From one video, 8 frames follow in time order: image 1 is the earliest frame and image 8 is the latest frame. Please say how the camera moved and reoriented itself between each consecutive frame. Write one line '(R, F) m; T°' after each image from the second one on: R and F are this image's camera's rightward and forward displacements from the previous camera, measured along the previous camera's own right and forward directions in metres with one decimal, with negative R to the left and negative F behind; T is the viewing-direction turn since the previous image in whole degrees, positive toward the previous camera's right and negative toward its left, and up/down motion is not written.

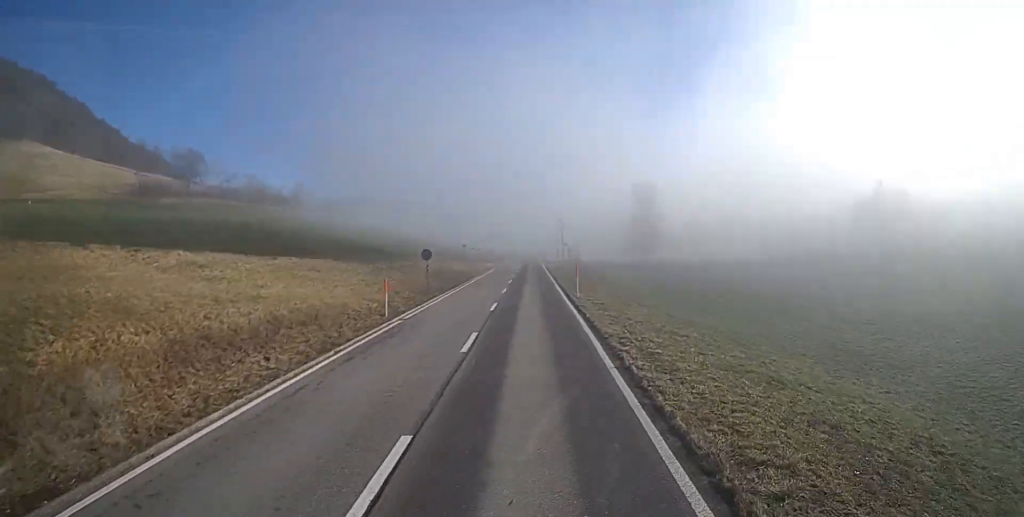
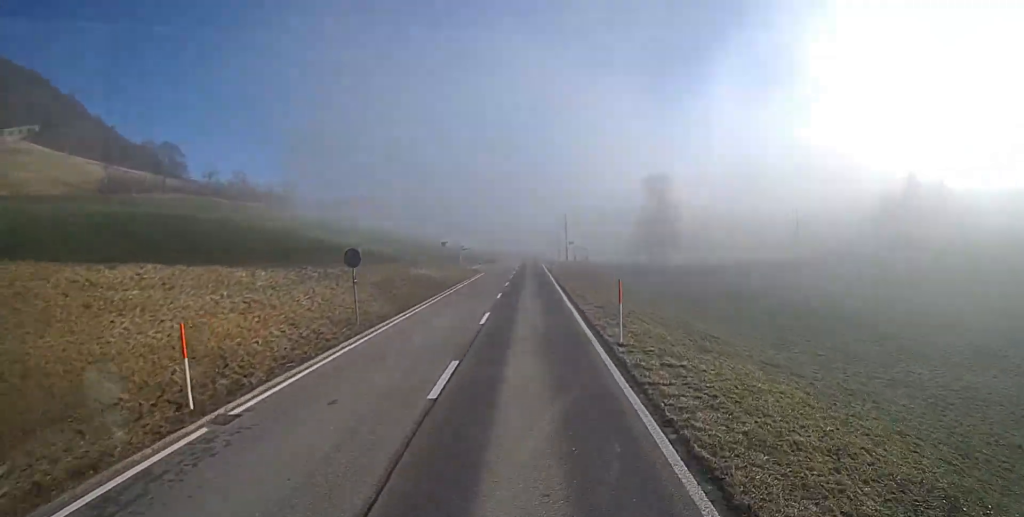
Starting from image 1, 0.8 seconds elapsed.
(-0.1, +13.3) m; 0°
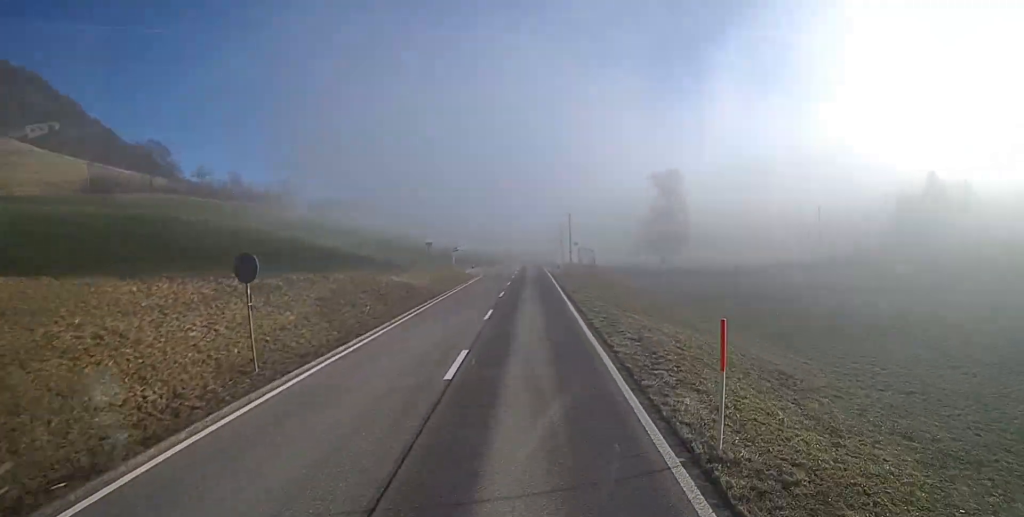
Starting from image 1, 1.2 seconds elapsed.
(-0.2, +7.5) m; 0°
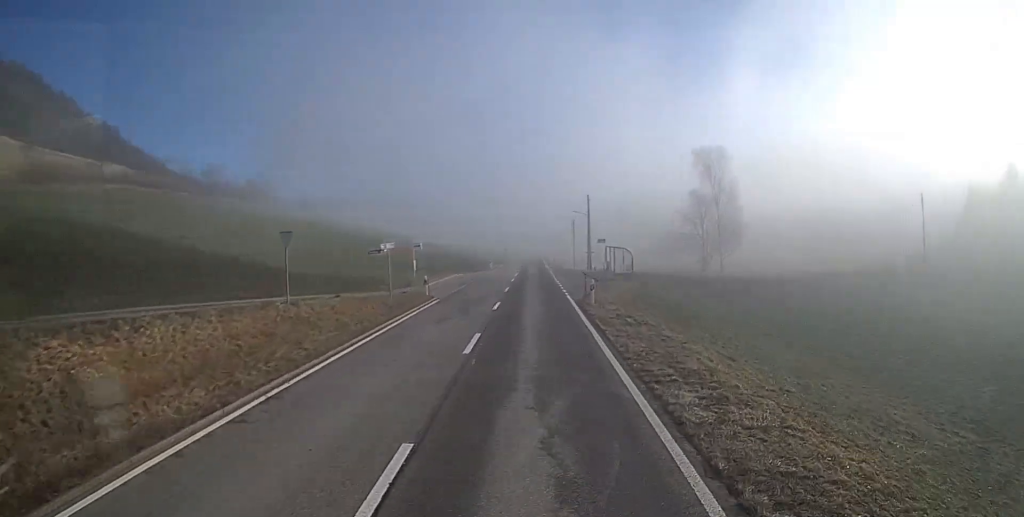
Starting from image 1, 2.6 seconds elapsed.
(+0.4, +24.8) m; 0°
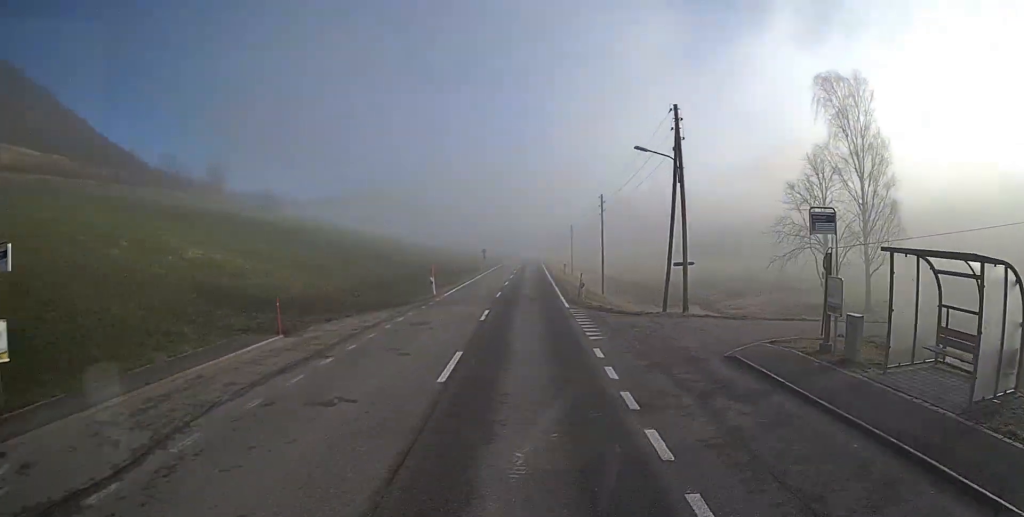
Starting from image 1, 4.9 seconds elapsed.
(-0.1, +38.8) m; 0°
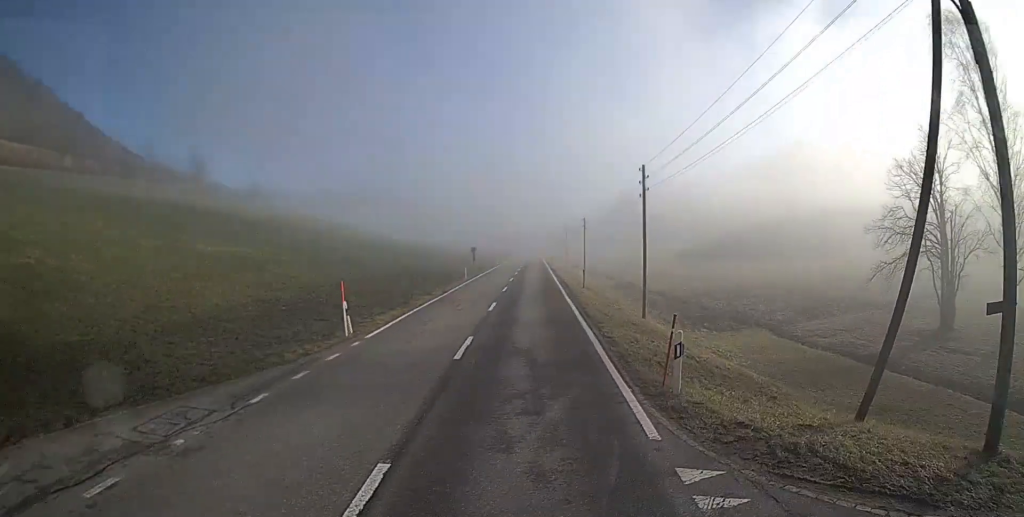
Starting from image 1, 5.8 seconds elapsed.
(0.0, +16.1) m; 0°
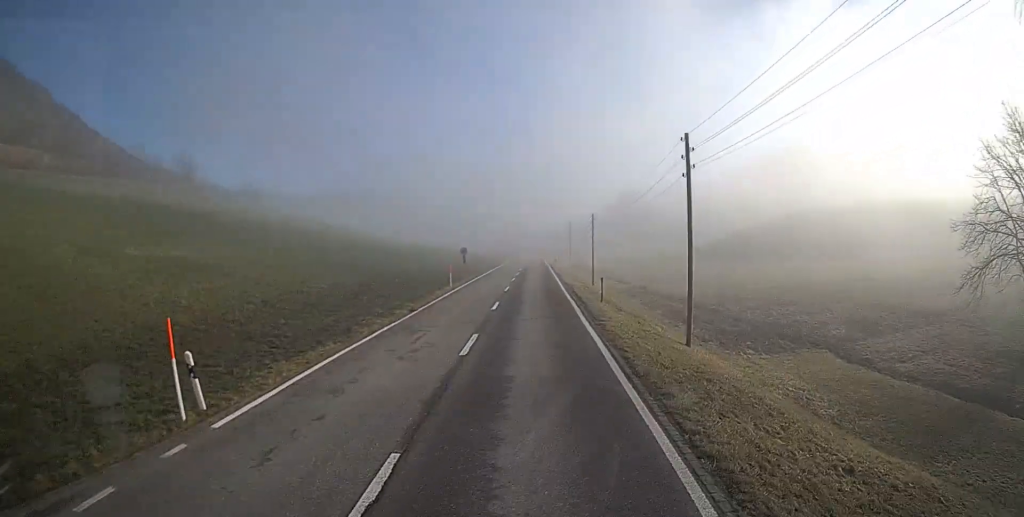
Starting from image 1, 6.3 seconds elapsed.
(-0.1, +8.7) m; 0°
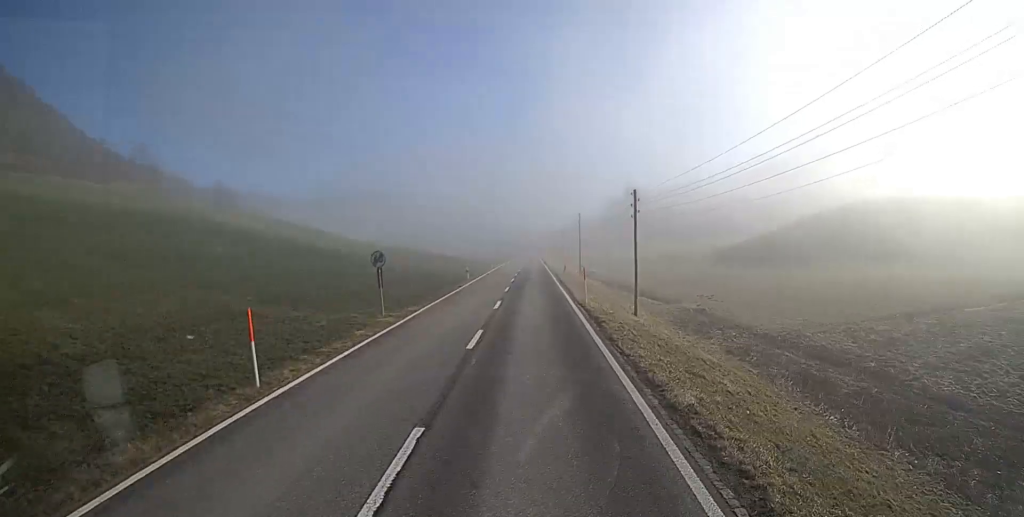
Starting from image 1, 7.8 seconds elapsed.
(+0.2, +26.0) m; +1°
